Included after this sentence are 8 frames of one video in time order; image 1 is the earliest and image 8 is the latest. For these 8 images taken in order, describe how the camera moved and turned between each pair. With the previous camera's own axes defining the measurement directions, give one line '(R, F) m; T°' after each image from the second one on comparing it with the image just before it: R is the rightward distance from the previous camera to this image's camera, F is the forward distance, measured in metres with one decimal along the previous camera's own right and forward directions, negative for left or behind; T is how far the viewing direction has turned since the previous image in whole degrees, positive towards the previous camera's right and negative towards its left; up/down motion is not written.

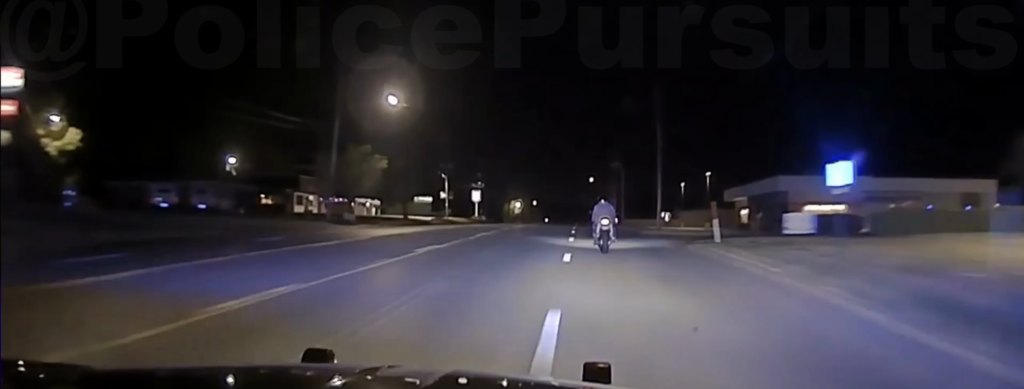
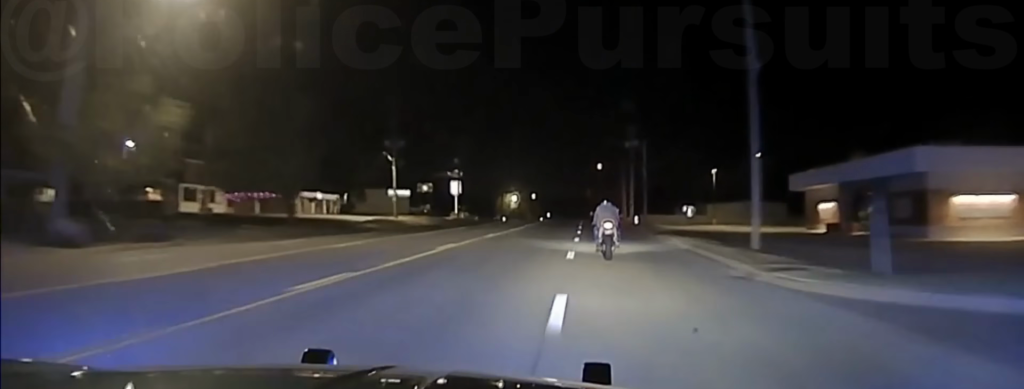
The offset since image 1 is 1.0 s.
(-0.1, +34.7) m; 0°
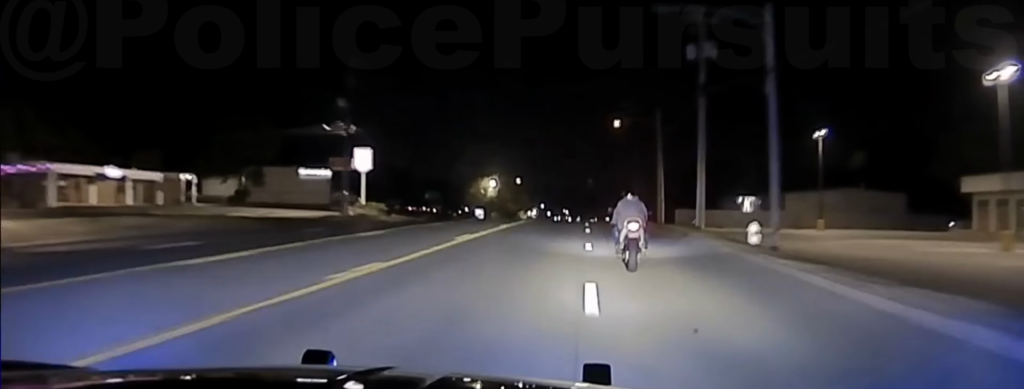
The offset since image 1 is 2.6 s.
(+0.1, +52.7) m; +1°
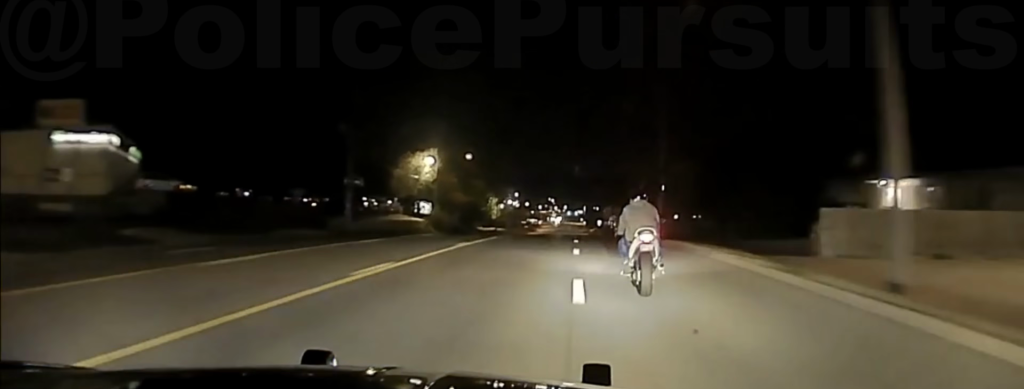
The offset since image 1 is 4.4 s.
(+0.1, +56.9) m; 0°
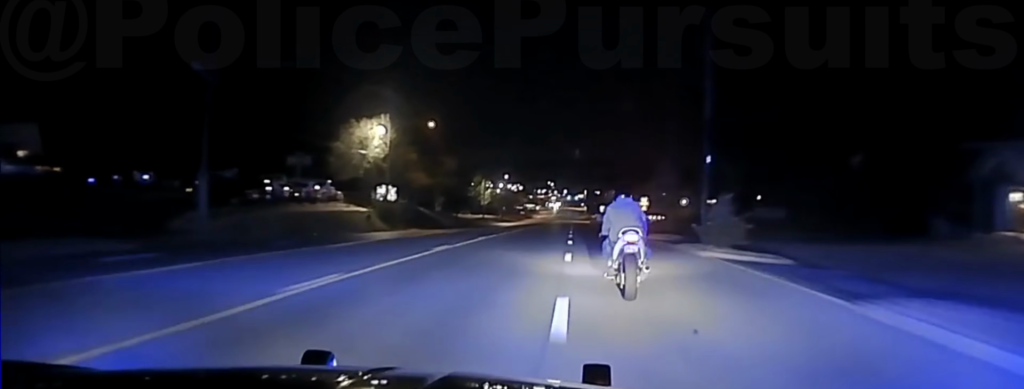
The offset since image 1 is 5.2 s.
(-0.1, +28.1) m; 0°
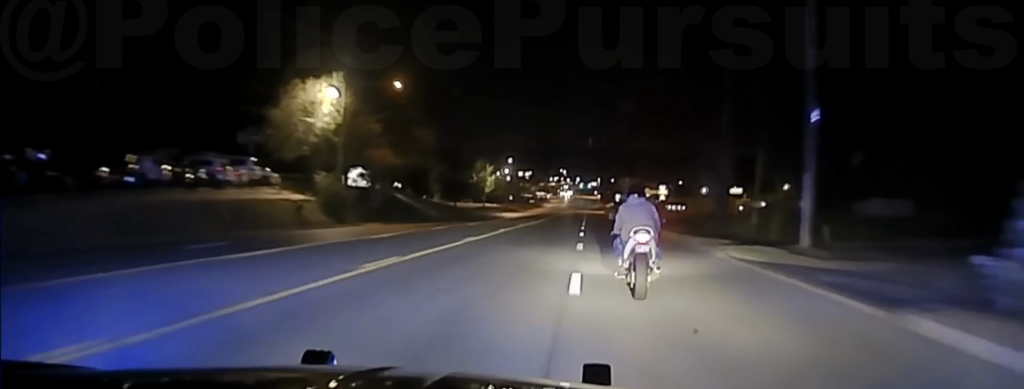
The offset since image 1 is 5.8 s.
(+0.2, +21.4) m; 0°
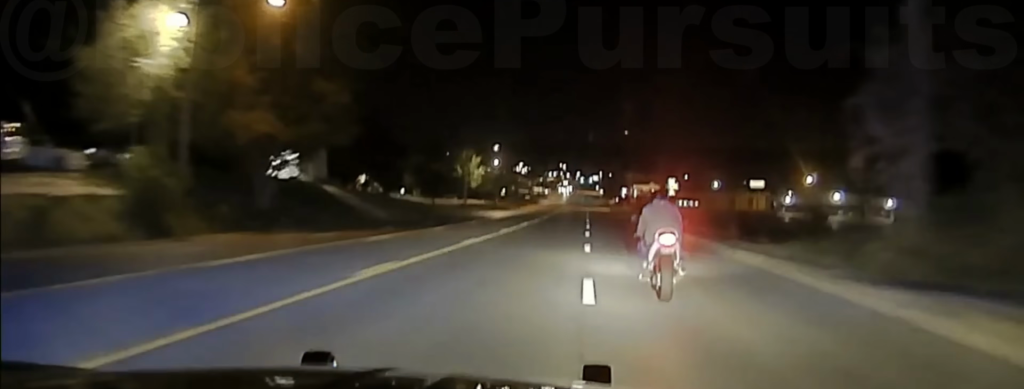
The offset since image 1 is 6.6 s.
(-0.2, +27.7) m; 0°
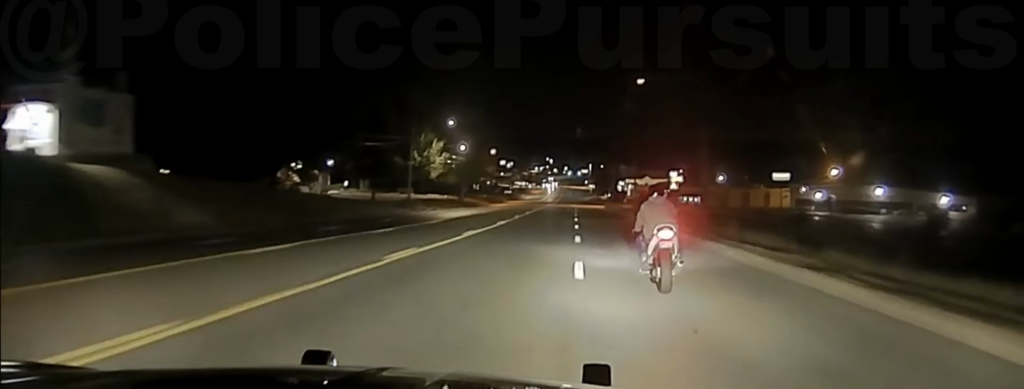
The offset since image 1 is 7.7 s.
(+0.1, +36.8) m; 0°
